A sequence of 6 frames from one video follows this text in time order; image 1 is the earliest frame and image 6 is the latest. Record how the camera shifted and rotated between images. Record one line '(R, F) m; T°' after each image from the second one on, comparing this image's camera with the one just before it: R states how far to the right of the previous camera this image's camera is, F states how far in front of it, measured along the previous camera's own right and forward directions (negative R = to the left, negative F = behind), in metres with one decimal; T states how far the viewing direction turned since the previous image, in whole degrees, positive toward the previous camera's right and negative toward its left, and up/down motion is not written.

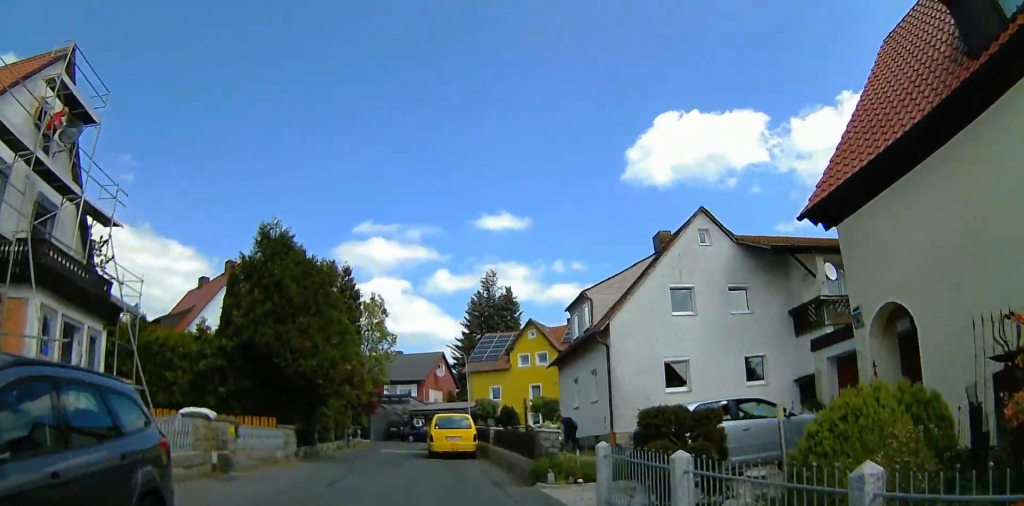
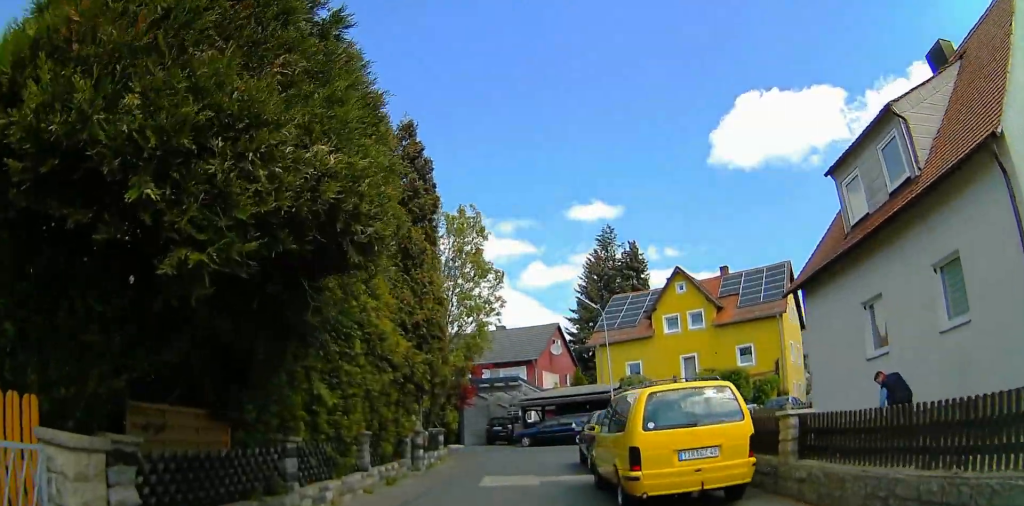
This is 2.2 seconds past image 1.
(-0.7, +15.1) m; -6°
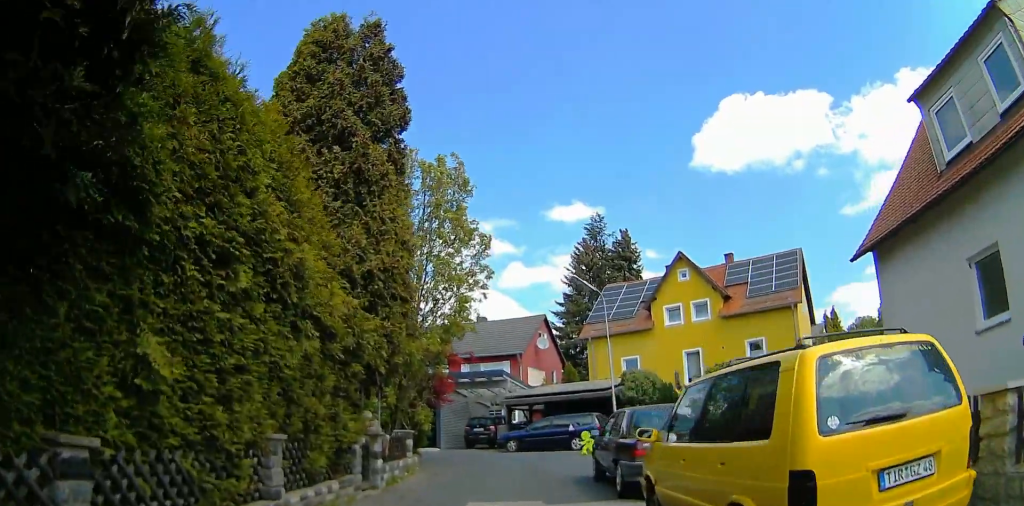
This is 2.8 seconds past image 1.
(-0.1, +4.2) m; -1°
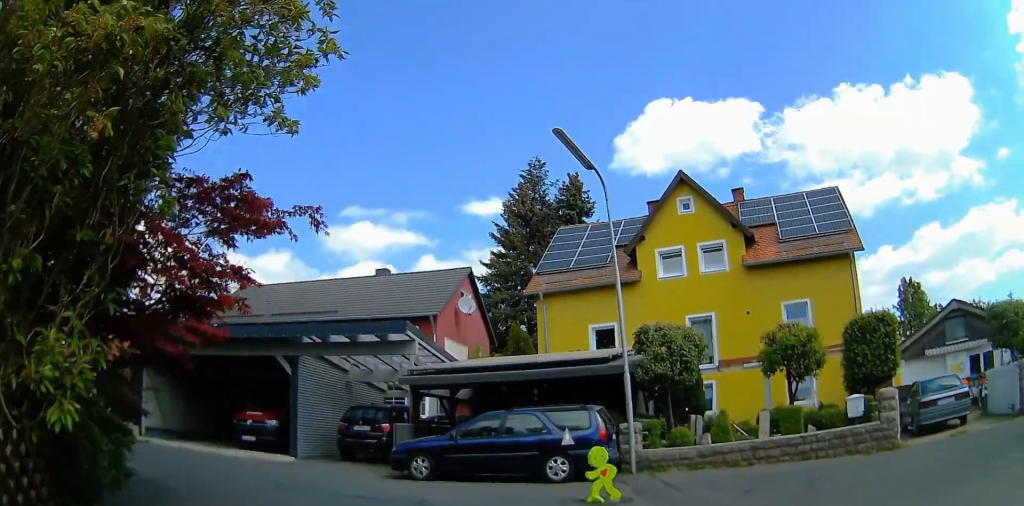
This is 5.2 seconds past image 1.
(0.0, +11.9) m; -3°
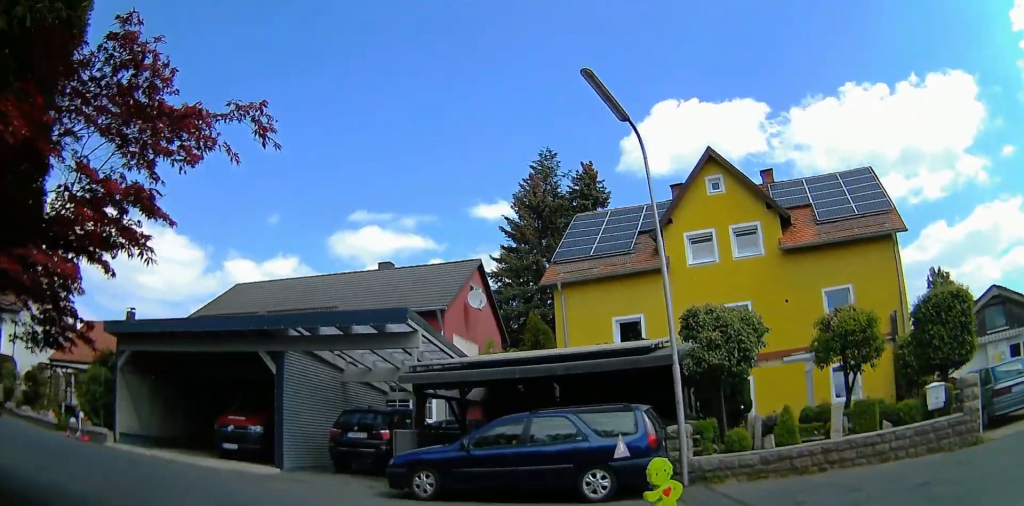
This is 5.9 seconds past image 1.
(0.0, +3.3) m; -5°
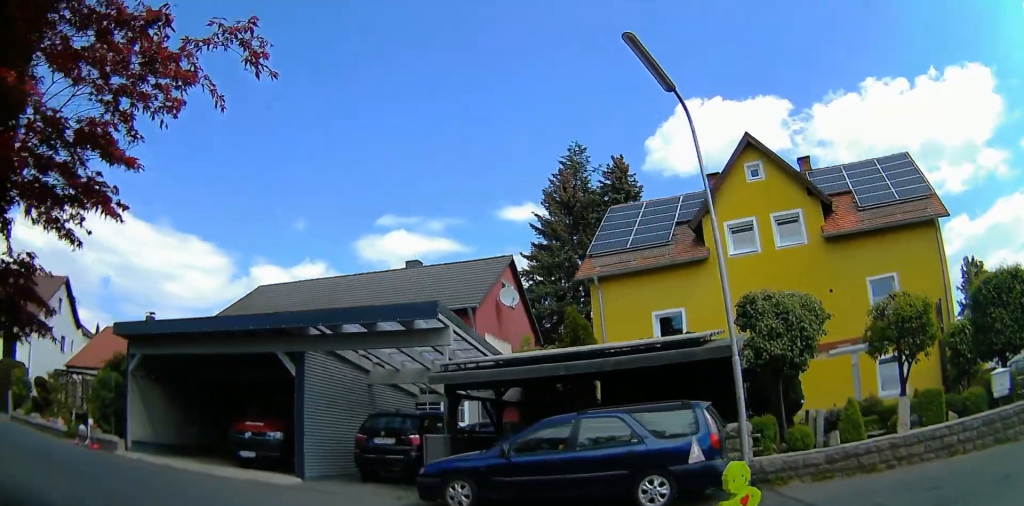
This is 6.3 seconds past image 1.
(-0.1, +1.6) m; -5°
